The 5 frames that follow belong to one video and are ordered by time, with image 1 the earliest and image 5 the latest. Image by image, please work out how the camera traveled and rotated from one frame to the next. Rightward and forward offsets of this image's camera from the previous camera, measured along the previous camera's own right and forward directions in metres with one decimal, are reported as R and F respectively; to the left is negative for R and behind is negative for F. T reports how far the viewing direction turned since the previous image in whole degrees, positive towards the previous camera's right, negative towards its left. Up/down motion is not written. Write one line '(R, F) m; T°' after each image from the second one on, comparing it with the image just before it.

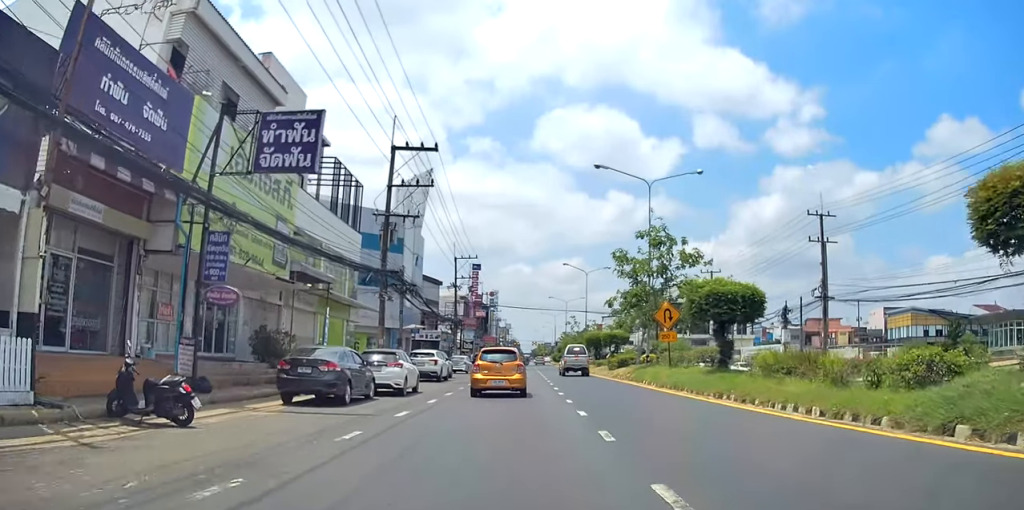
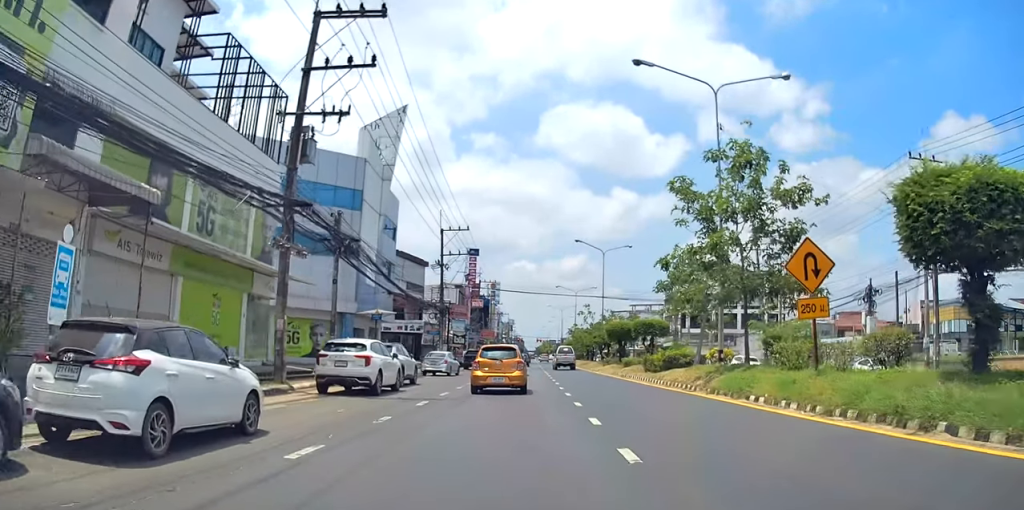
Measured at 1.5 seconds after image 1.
(0.0, +14.6) m; 0°
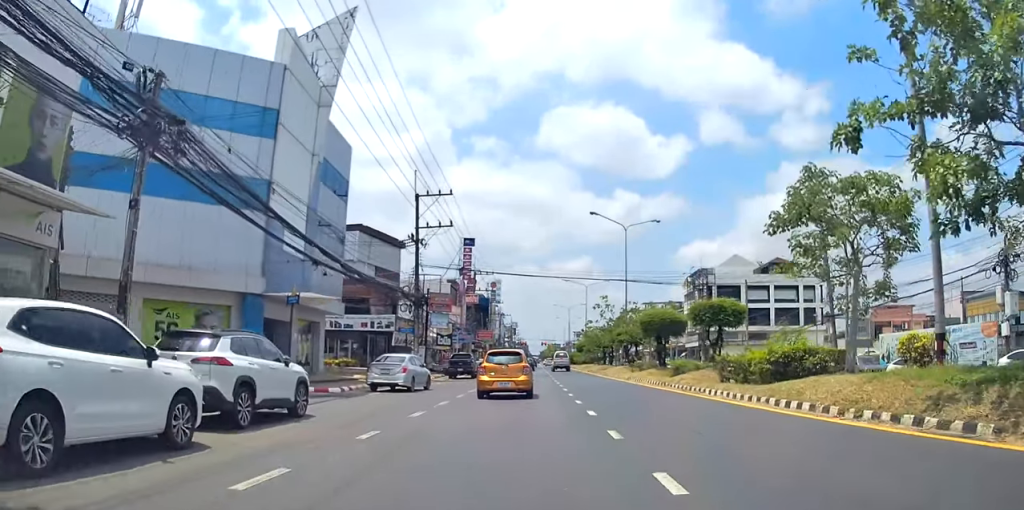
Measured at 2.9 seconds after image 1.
(0.0, +14.1) m; +2°
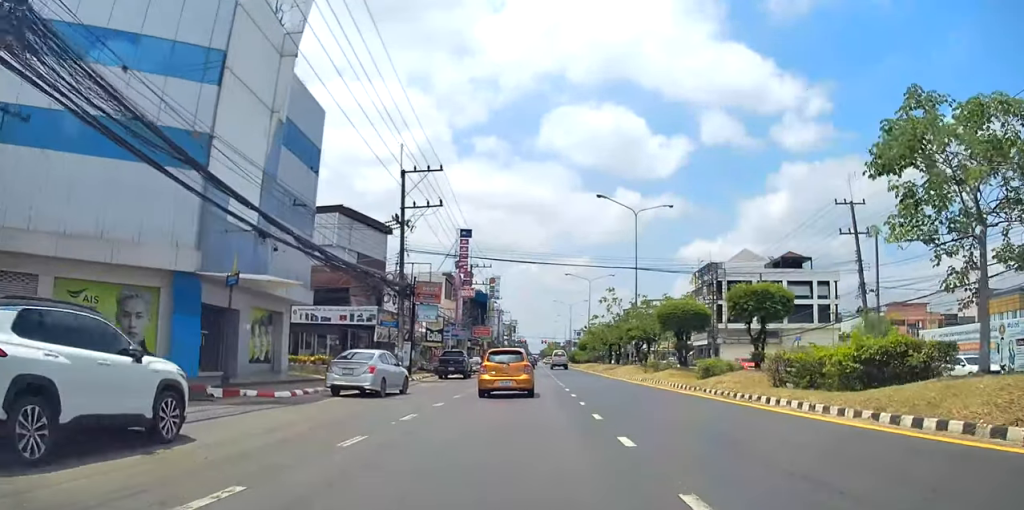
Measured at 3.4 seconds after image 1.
(-0.2, +5.0) m; +2°
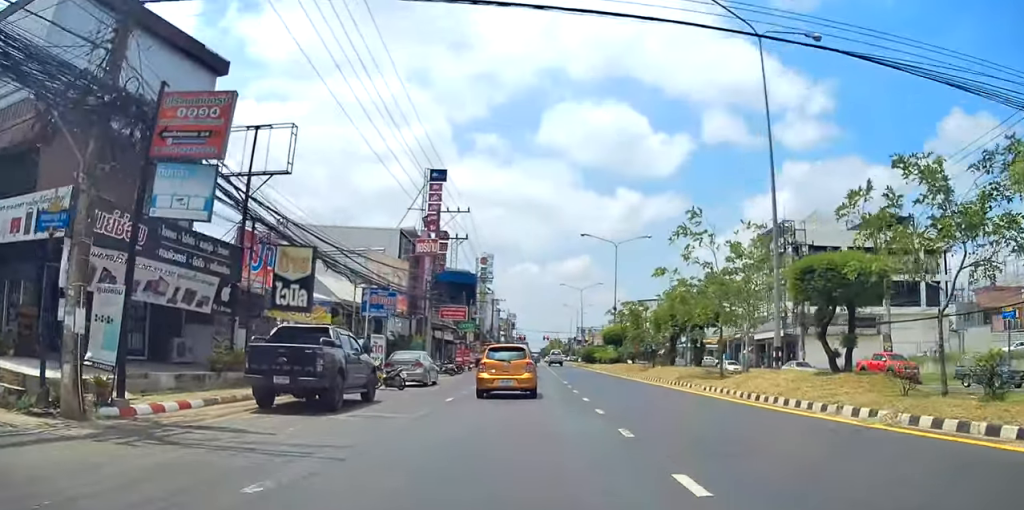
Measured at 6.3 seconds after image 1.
(-0.5, +27.6) m; -3°
